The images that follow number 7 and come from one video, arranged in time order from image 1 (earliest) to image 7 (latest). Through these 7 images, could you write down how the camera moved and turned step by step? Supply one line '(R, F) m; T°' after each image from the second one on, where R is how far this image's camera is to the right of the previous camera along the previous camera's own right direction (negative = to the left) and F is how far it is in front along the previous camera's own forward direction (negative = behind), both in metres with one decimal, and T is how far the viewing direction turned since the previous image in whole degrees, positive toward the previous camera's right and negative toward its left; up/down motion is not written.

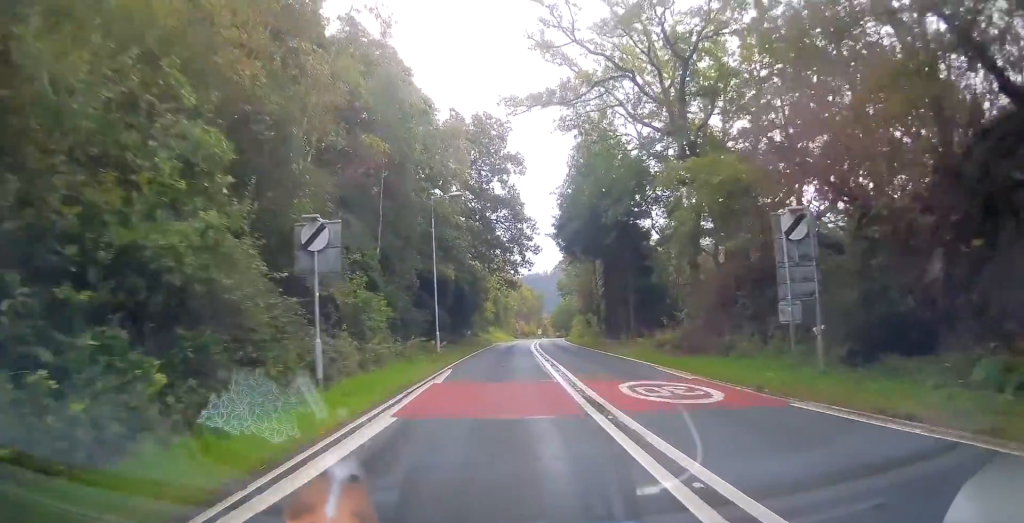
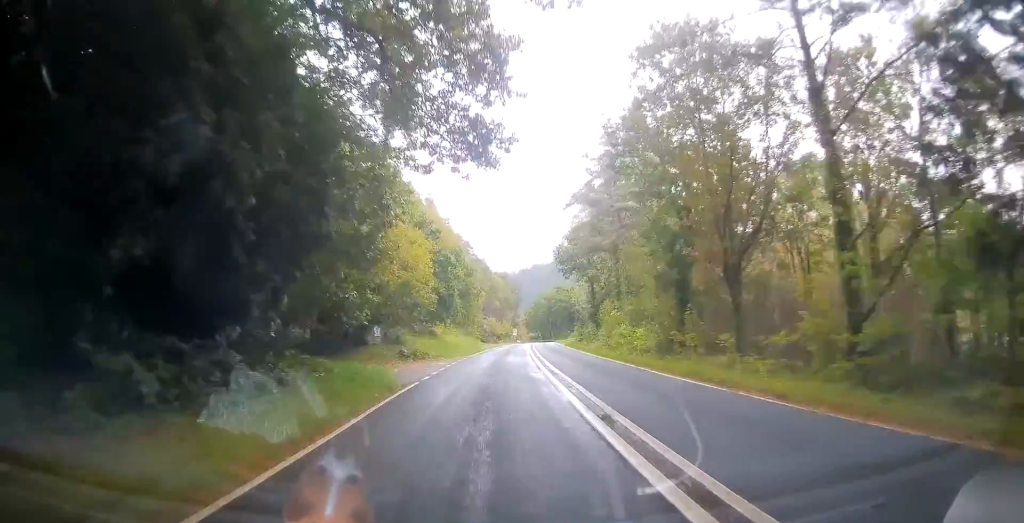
(+0.8, +42.0) m; +1°
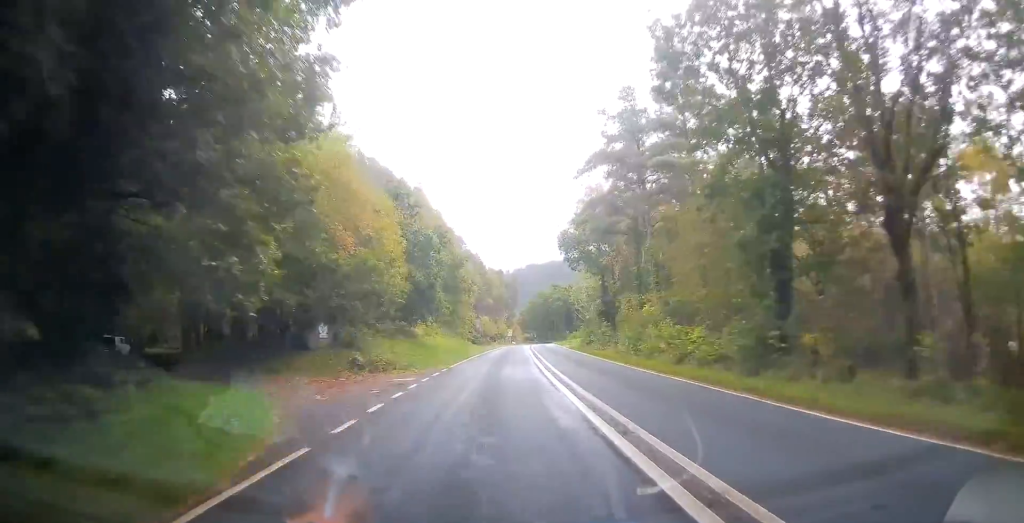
(0.0, +9.5) m; 0°
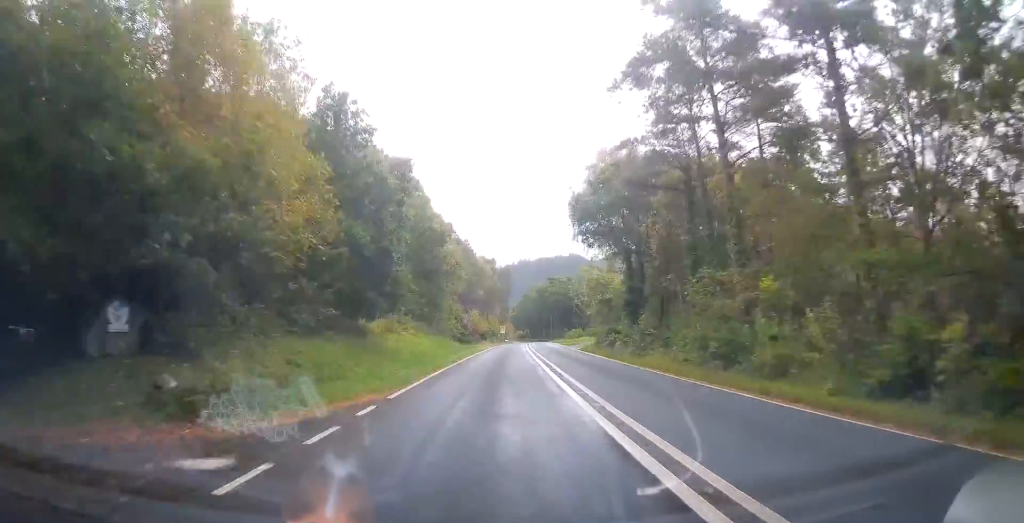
(+0.3, +13.2) m; +1°
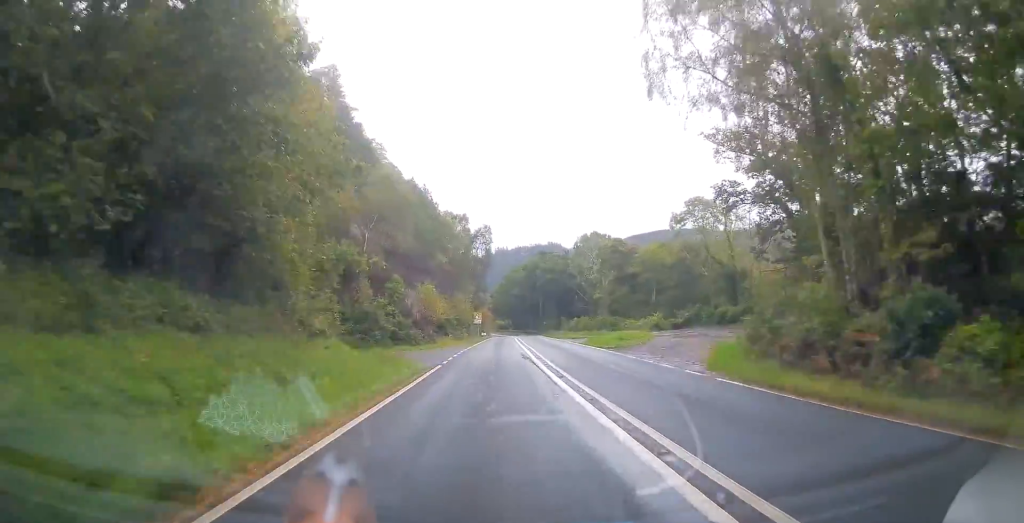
(+0.6, +35.0) m; +3°
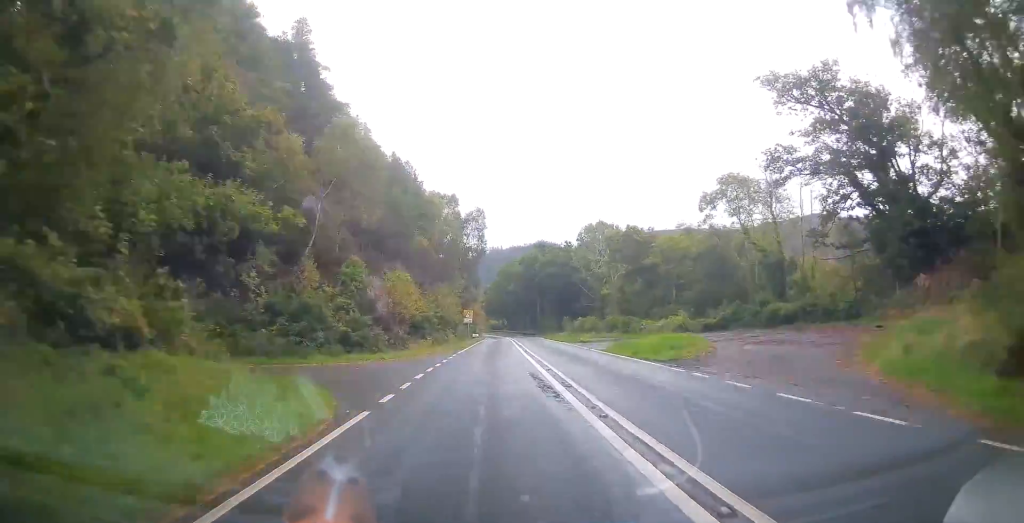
(+0.1, +11.4) m; +1°
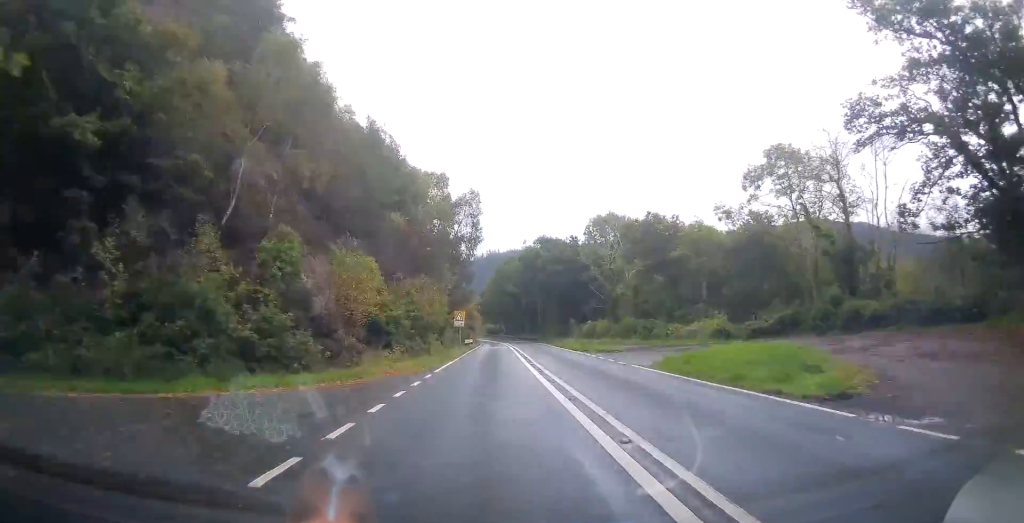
(-0.1, +10.7) m; 0°
